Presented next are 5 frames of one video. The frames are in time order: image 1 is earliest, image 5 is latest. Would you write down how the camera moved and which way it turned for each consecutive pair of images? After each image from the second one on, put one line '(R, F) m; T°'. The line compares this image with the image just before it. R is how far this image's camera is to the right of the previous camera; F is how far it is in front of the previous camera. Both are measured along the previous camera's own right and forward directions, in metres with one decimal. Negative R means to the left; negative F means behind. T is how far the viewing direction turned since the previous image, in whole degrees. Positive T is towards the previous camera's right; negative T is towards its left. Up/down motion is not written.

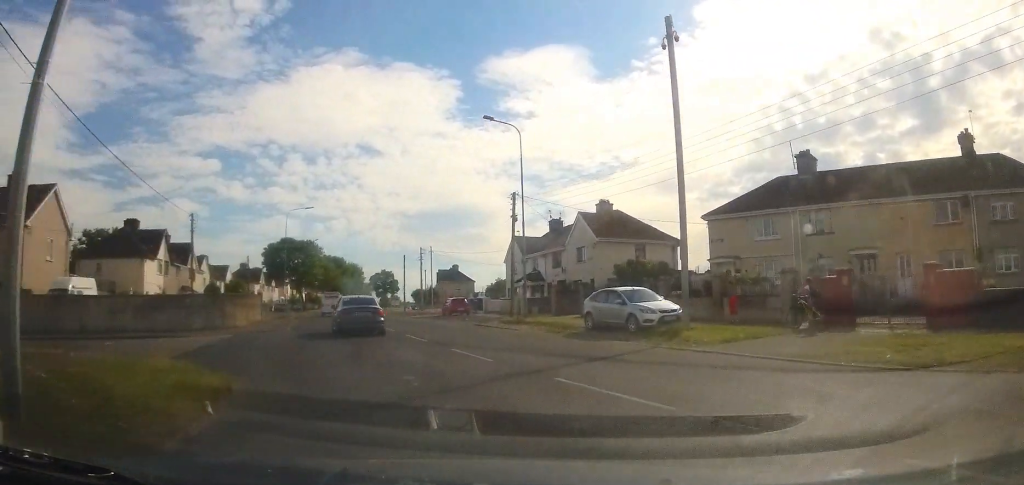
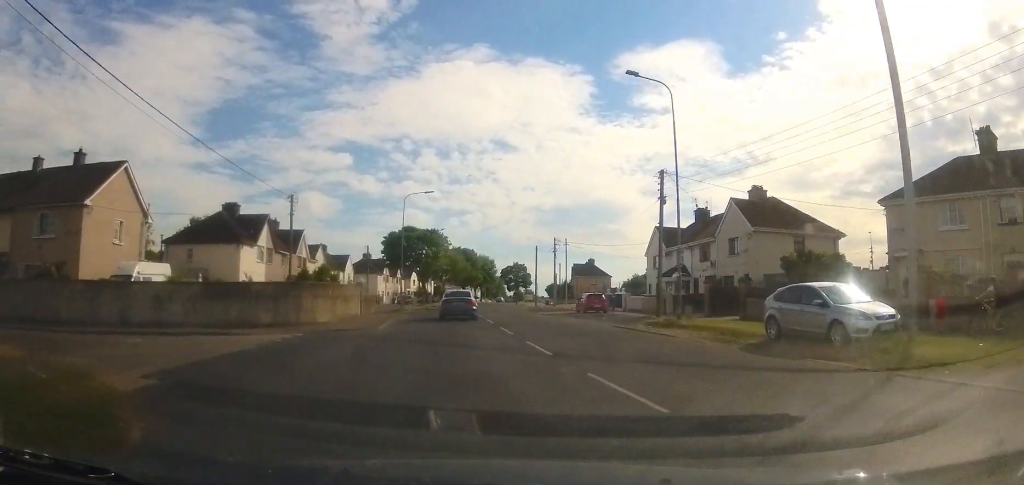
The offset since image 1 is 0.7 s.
(-0.4, +4.5) m; -10°
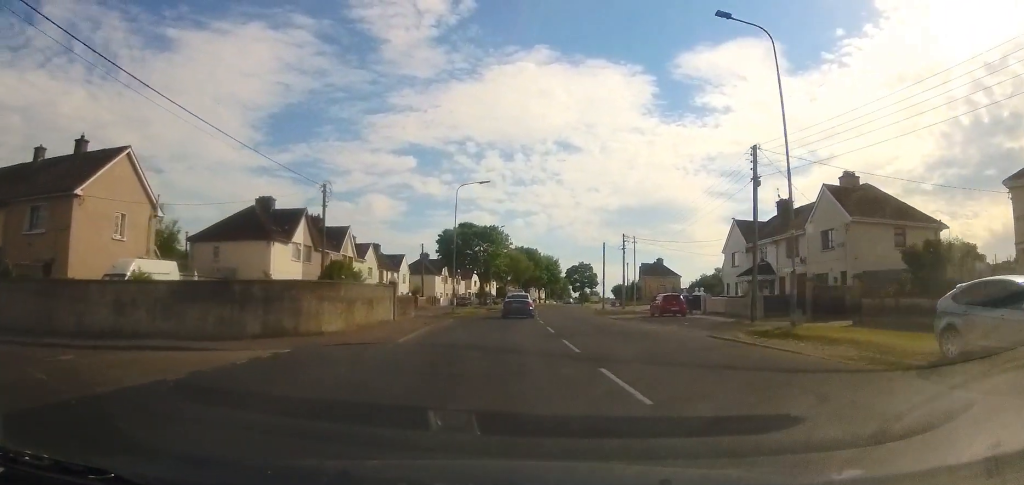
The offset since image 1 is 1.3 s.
(-0.2, +4.6) m; -7°
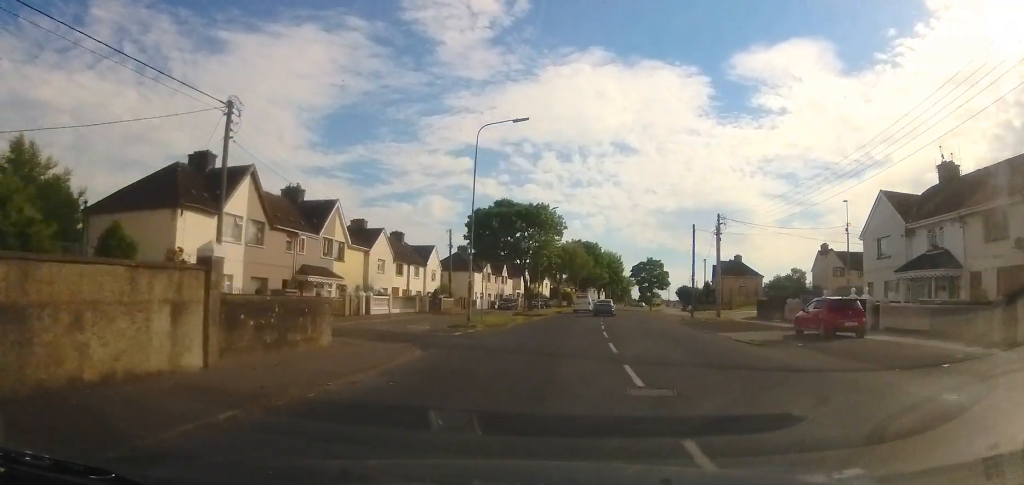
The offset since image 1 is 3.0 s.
(-2.3, +18.6) m; -10°
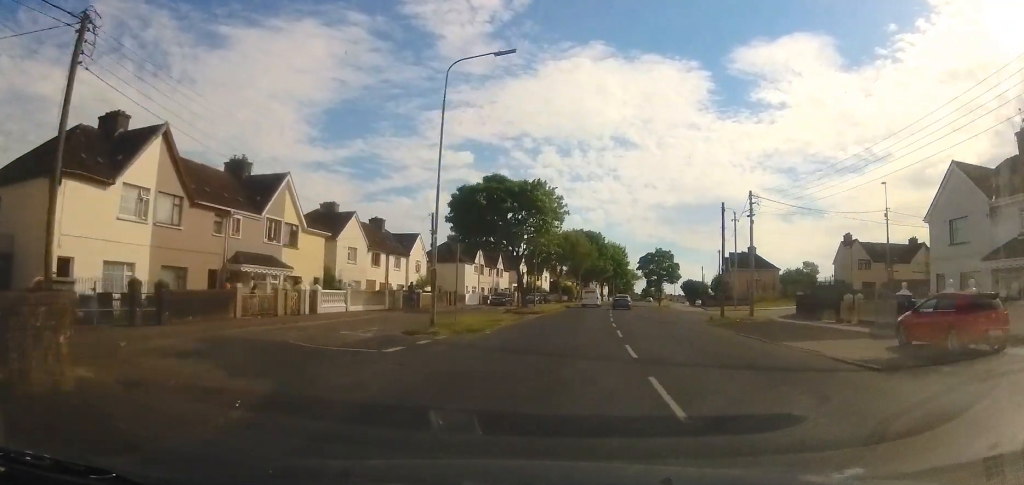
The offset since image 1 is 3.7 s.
(-0.1, +8.9) m; -1°
